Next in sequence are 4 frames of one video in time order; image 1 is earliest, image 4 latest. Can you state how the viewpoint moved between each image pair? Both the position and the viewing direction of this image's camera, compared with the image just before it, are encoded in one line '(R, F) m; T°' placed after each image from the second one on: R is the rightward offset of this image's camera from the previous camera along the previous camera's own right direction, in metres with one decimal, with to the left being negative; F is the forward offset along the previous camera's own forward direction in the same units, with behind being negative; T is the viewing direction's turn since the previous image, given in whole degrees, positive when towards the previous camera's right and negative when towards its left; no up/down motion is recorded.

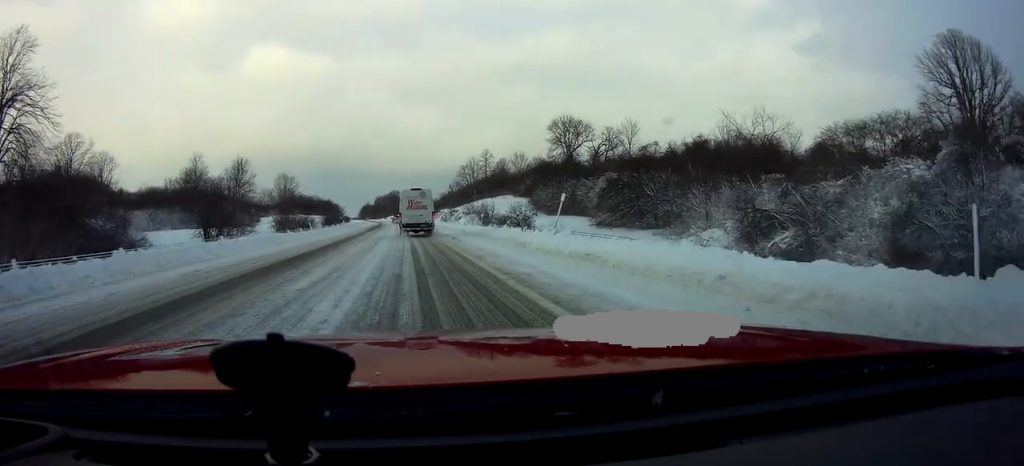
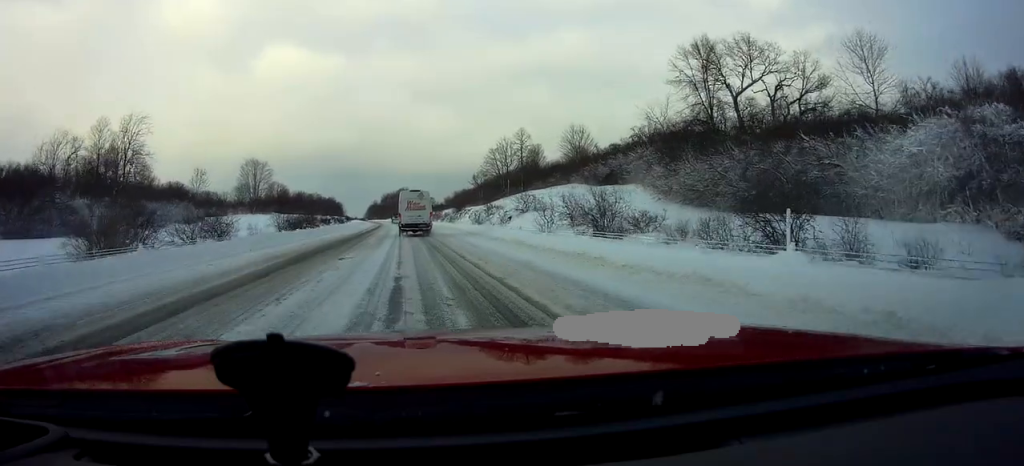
(-1.9, +43.6) m; -3°
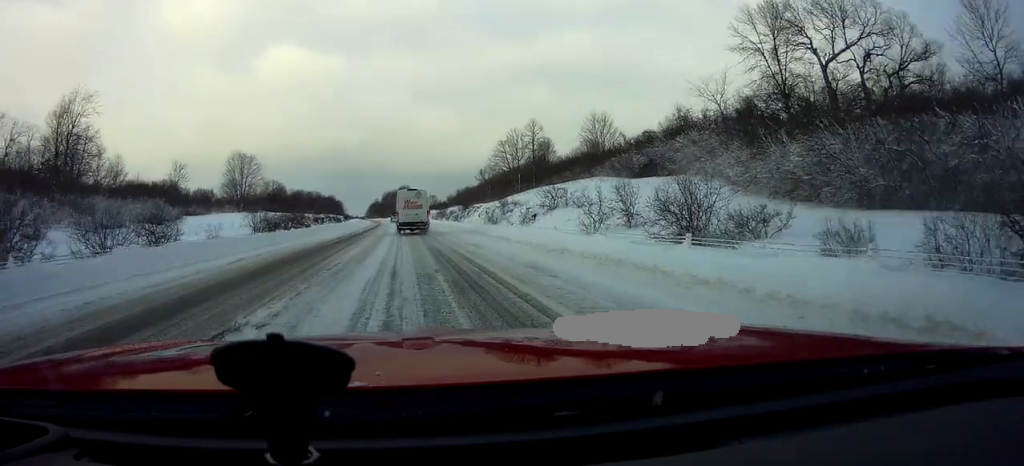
(+0.5, +11.2) m; +1°
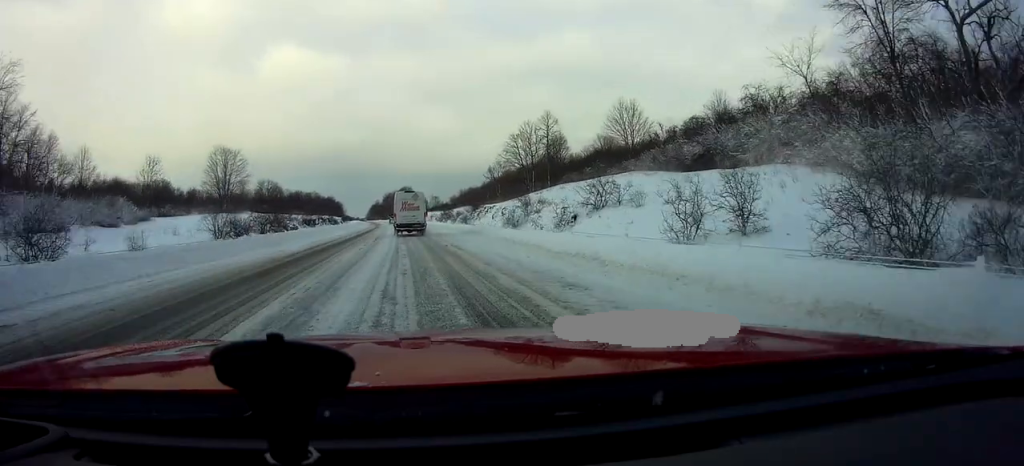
(-0.3, +11.8) m; -1°
